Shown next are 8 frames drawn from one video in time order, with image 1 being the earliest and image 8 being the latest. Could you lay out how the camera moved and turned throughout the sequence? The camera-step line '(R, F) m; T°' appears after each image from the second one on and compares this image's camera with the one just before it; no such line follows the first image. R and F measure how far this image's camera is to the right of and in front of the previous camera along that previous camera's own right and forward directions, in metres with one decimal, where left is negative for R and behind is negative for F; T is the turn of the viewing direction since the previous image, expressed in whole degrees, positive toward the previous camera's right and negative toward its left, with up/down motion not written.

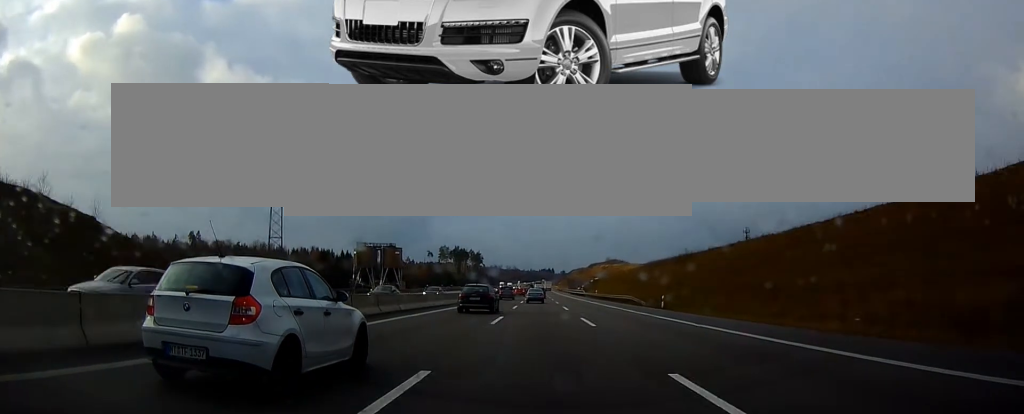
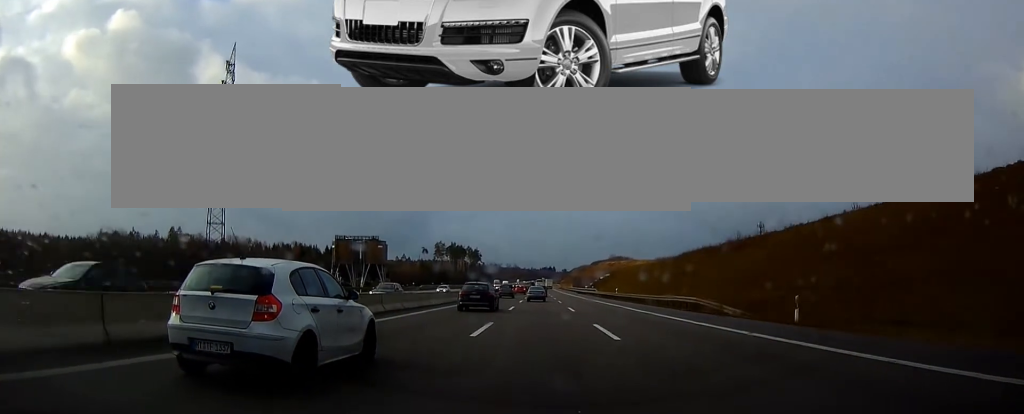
(-0.2, +24.0) m; -1°
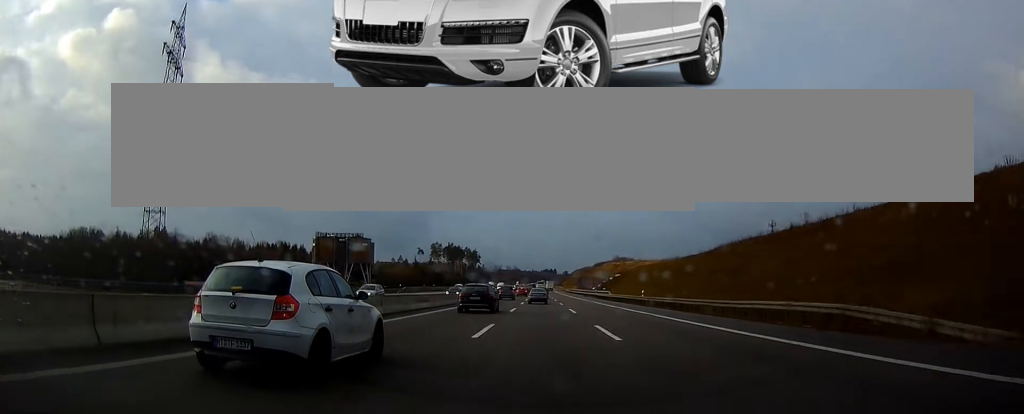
(-0.1, +17.8) m; 0°
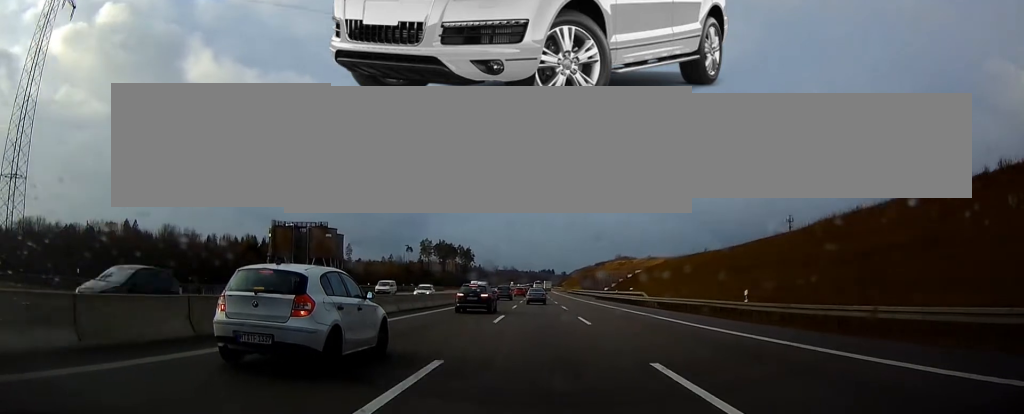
(0.0, +28.3) m; 0°
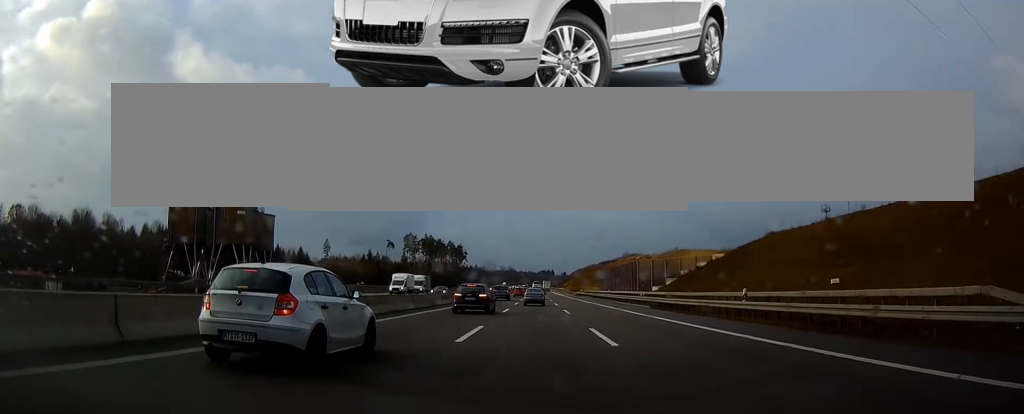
(+0.2, +44.3) m; -1°
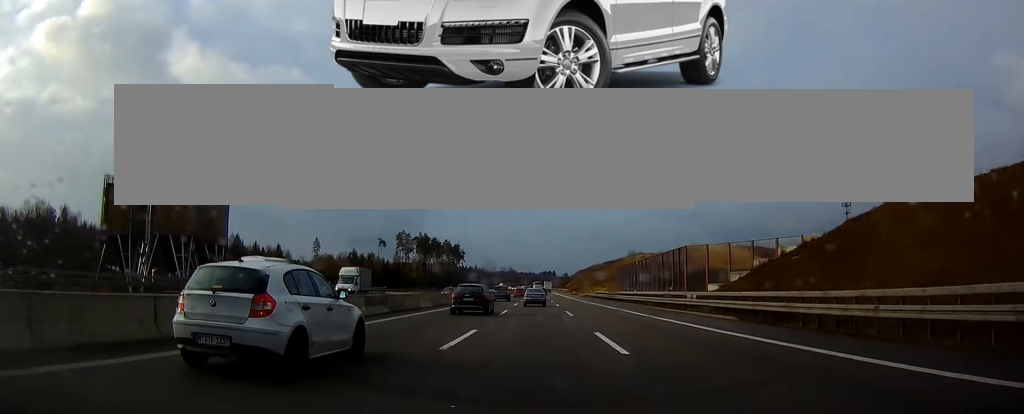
(-0.4, +19.6) m; +1°
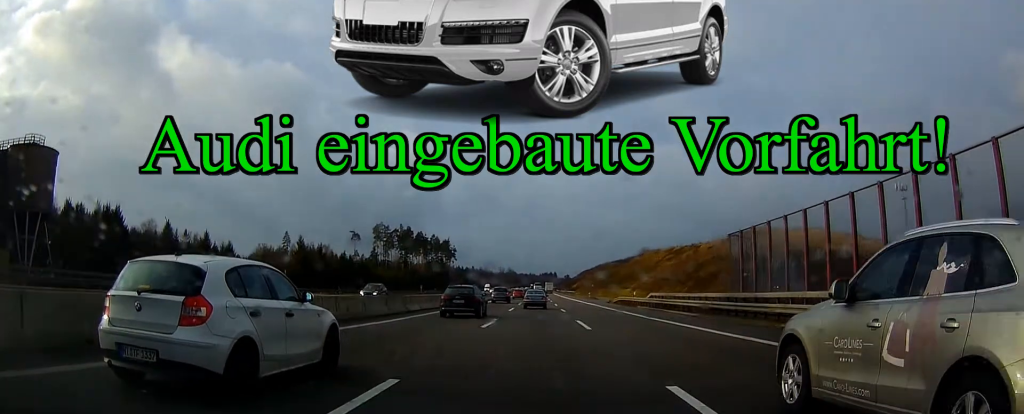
(+1.0, +45.8) m; 0°
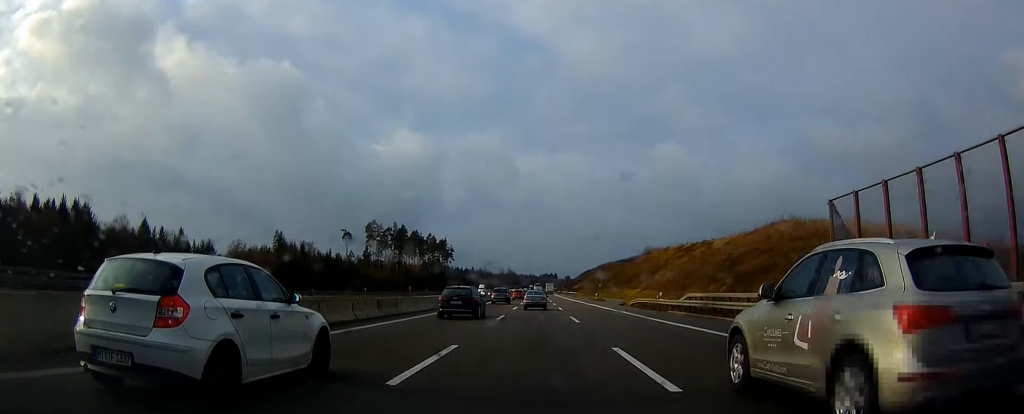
(-0.4, +12.4) m; -1°
